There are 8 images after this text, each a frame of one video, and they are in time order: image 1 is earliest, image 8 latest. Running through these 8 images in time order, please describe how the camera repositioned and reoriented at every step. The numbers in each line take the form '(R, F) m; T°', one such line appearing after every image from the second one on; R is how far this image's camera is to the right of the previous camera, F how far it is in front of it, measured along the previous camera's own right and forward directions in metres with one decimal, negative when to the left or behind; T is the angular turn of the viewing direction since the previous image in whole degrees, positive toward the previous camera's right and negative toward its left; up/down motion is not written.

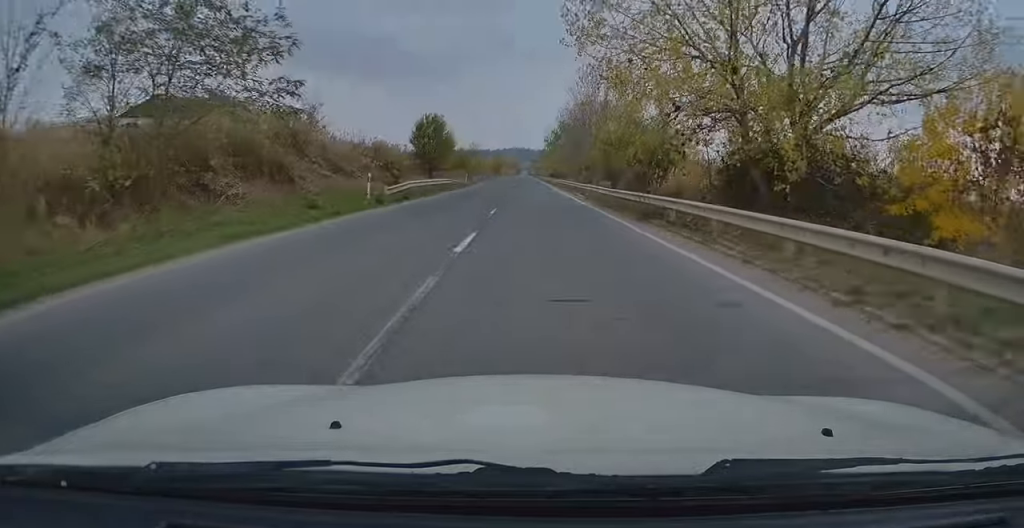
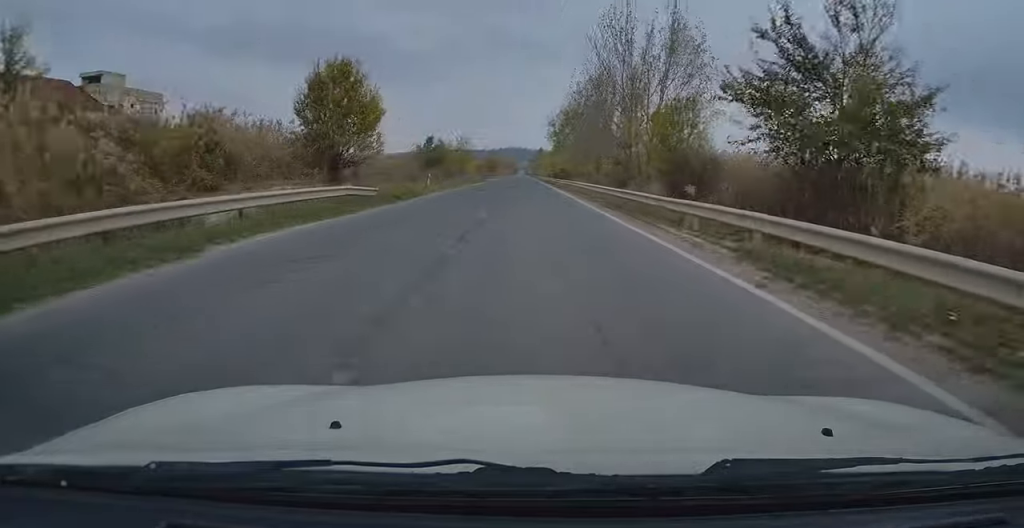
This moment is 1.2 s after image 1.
(0.0, +26.8) m; 0°
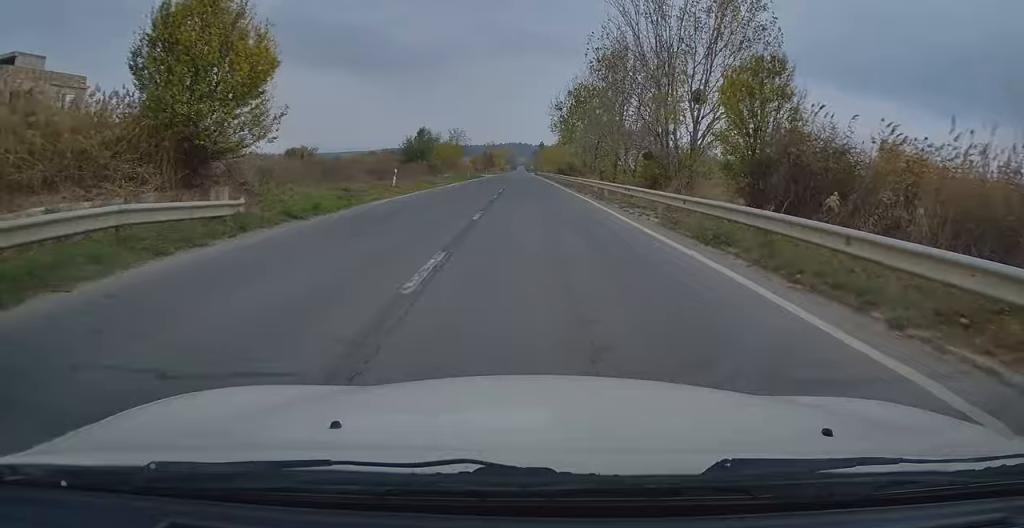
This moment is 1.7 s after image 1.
(0.0, +12.5) m; 0°
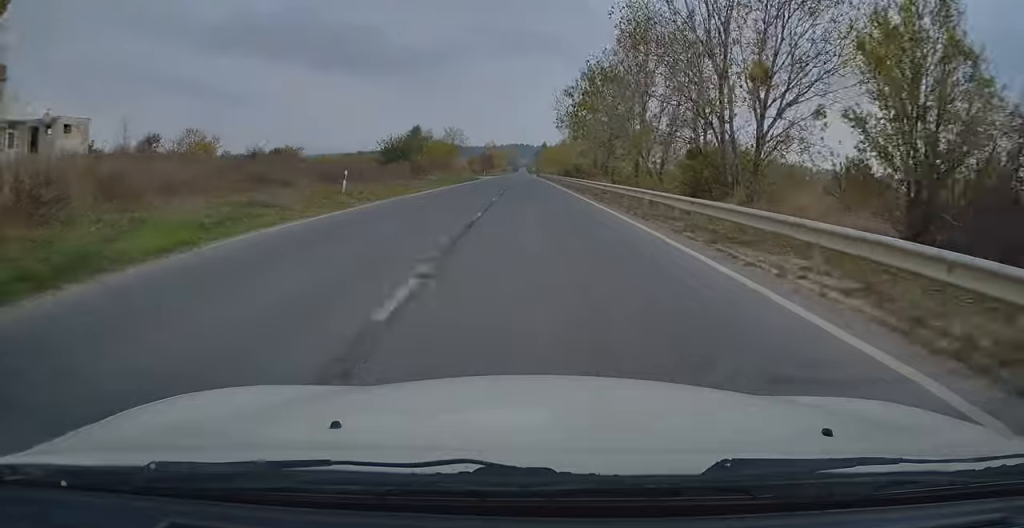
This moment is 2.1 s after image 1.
(-0.1, +10.2) m; 0°
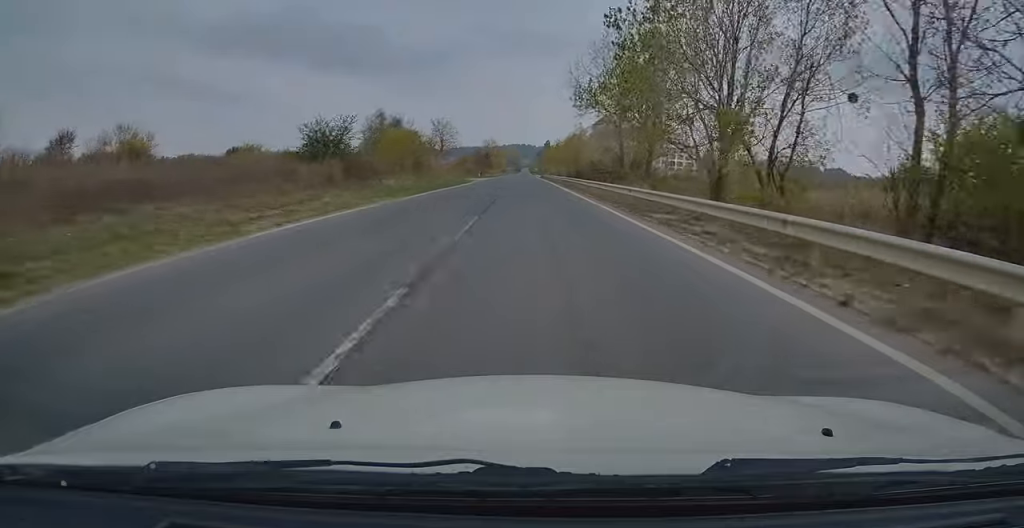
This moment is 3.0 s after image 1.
(0.0, +20.3) m; 0°
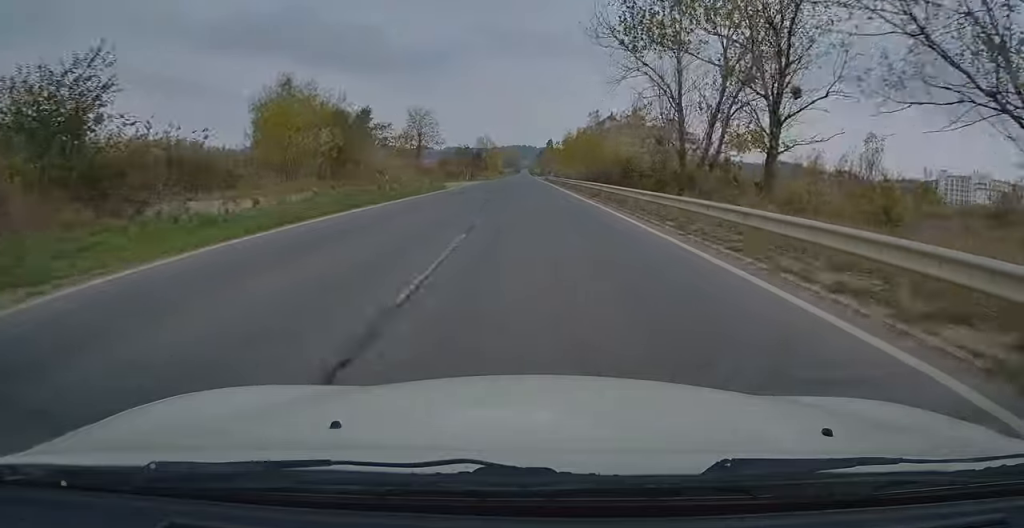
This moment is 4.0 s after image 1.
(+0.1, +22.5) m; 0°
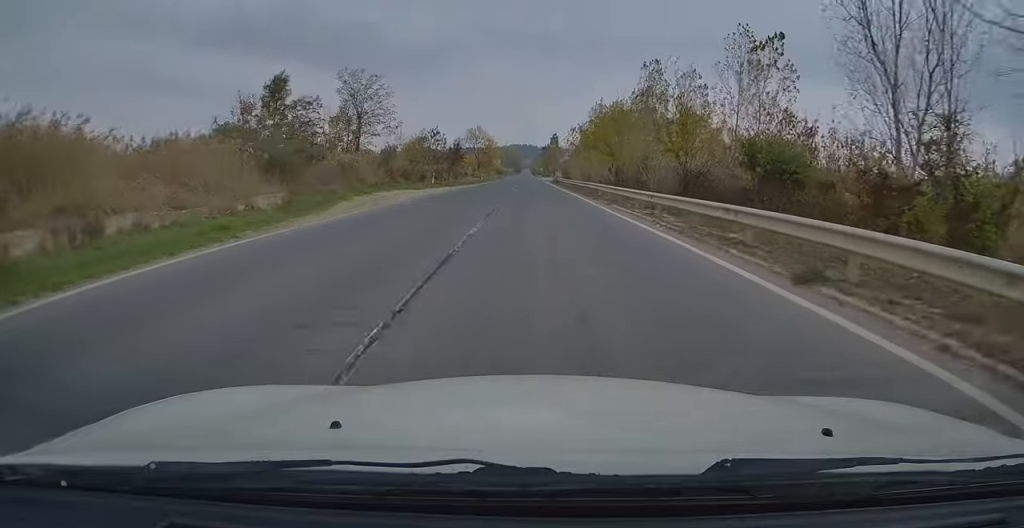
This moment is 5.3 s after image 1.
(-0.2, +30.9) m; 0°
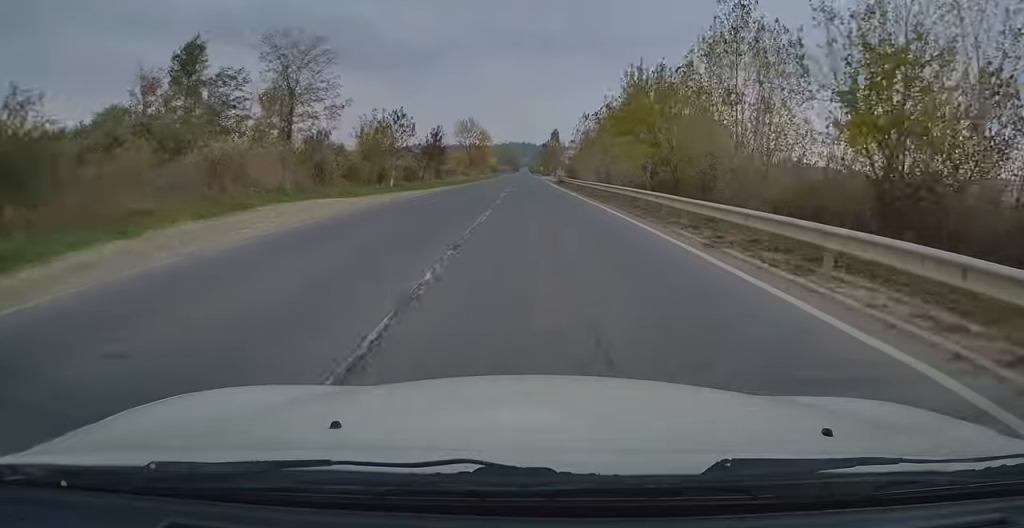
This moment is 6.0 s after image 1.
(0.0, +15.4) m; 0°
